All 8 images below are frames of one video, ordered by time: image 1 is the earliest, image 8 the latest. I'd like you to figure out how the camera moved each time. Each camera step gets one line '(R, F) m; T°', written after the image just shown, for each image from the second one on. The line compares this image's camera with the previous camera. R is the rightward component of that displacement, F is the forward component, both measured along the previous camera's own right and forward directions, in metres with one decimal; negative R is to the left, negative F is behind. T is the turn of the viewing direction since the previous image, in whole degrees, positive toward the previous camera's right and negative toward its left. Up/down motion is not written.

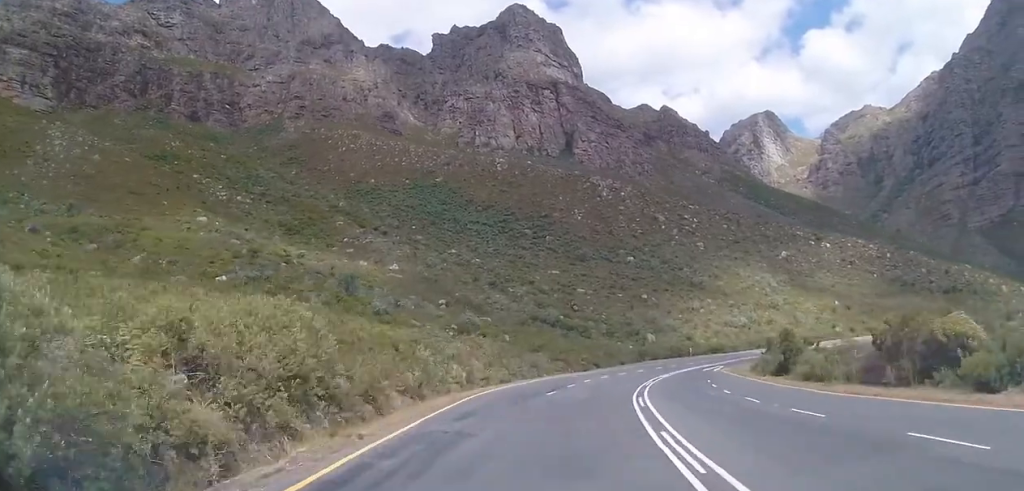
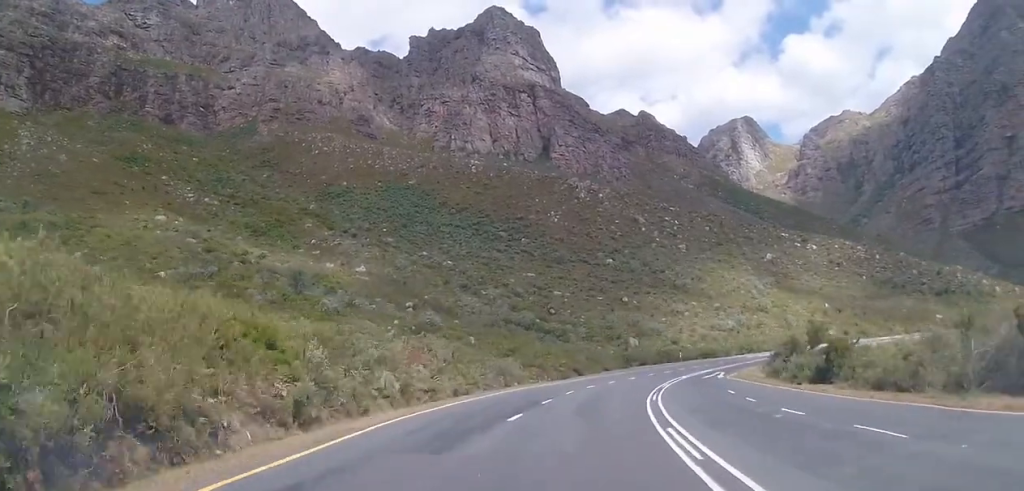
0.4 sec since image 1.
(+0.2, +9.9) m; +3°
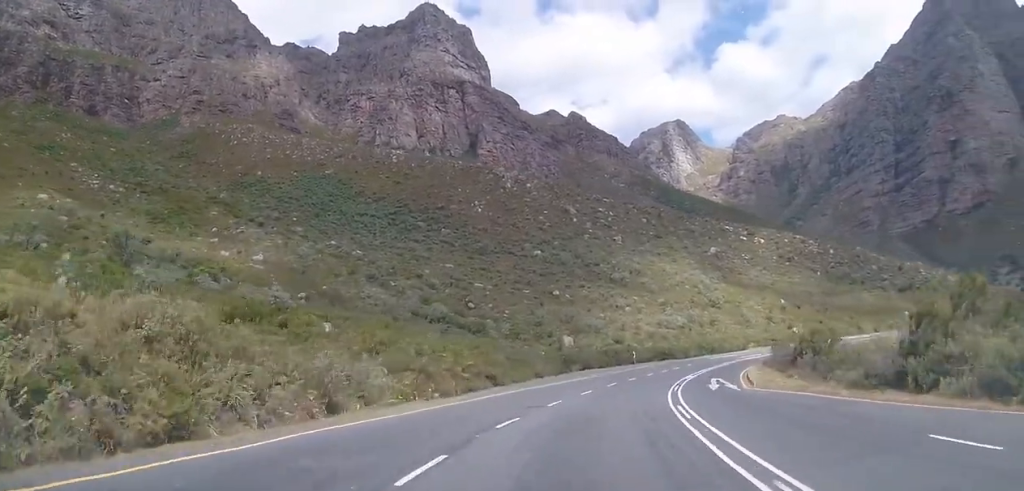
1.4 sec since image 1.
(+1.3, +21.8) m; +8°
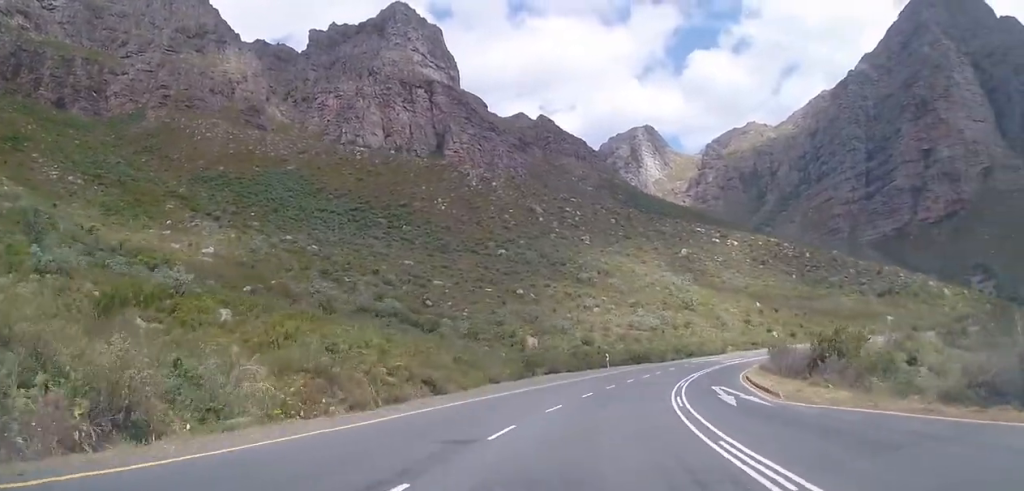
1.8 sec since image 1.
(+0.5, +8.2) m; +3°
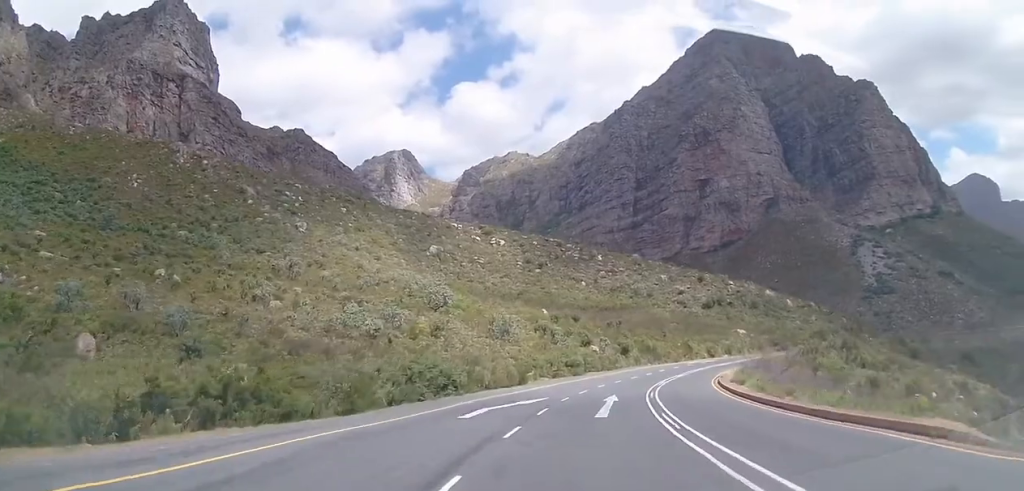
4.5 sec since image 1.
(+9.4, +52.9) m; +22°
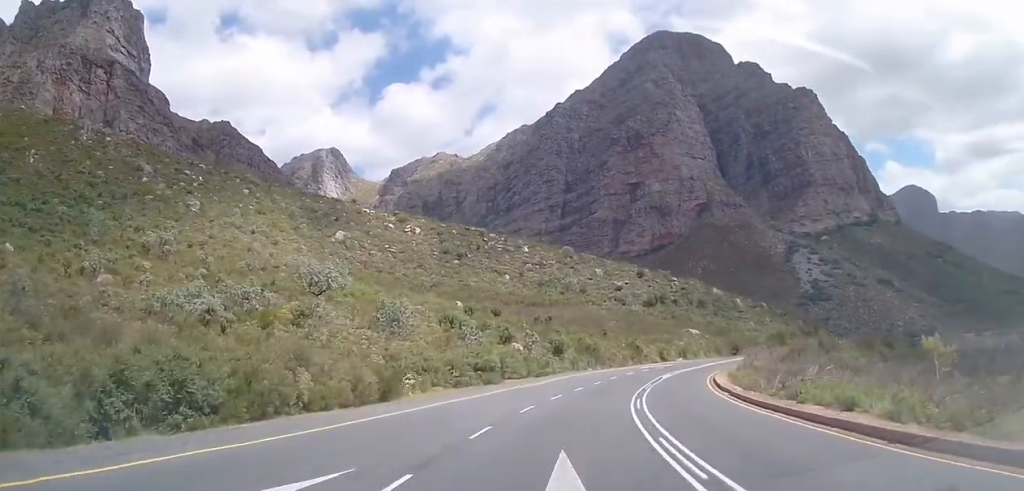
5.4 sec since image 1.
(+1.4, +17.6) m; +7°
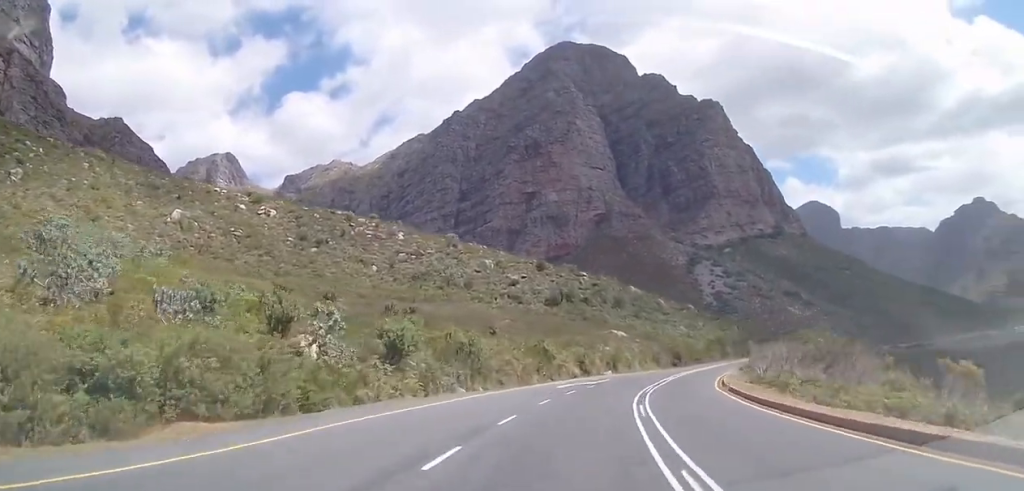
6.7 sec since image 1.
(+2.4, +27.6) m; +10°
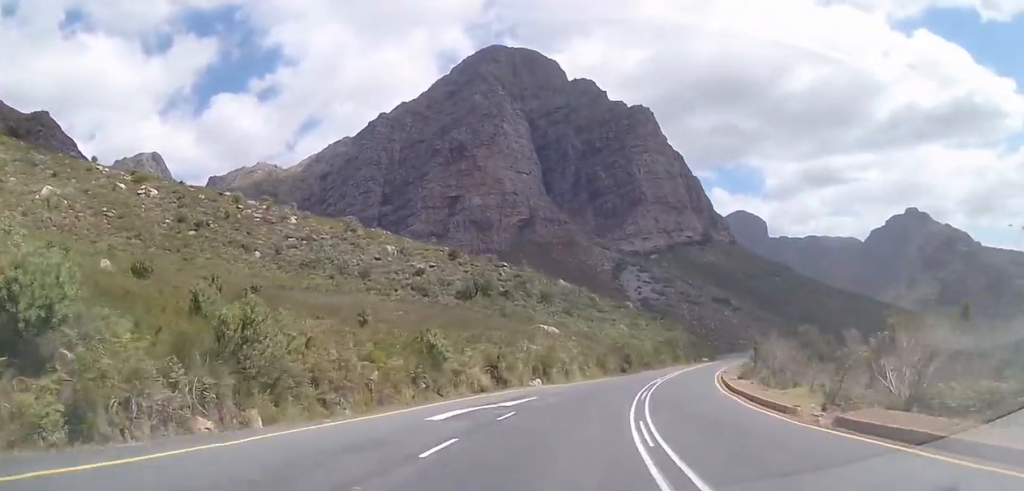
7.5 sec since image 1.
(+1.1, +18.6) m; +6°
